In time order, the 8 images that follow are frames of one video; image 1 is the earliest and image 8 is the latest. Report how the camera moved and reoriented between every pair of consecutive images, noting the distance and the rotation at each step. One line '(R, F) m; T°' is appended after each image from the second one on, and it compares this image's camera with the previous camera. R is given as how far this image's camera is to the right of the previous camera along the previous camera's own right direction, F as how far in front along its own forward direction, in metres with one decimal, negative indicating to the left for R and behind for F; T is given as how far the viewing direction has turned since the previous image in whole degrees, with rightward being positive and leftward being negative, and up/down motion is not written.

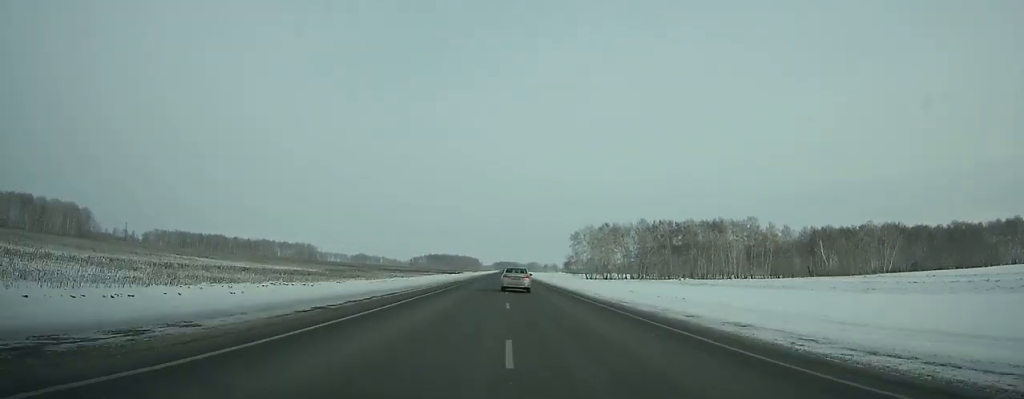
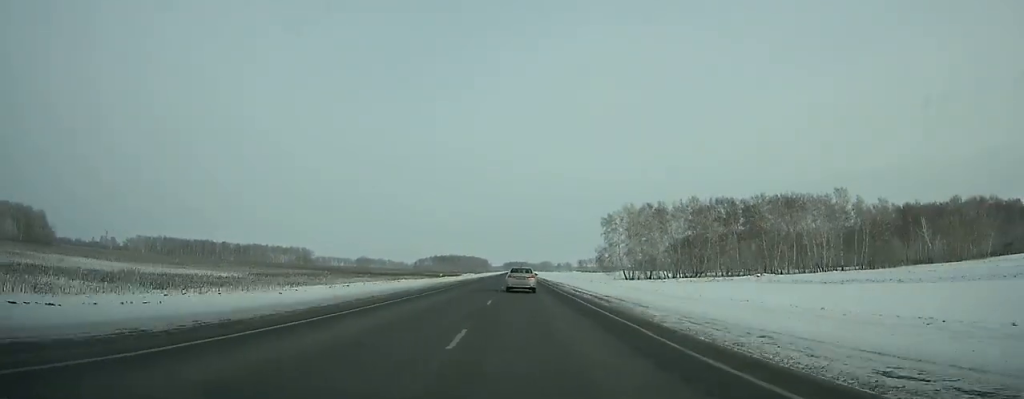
(-0.1, +57.4) m; 0°
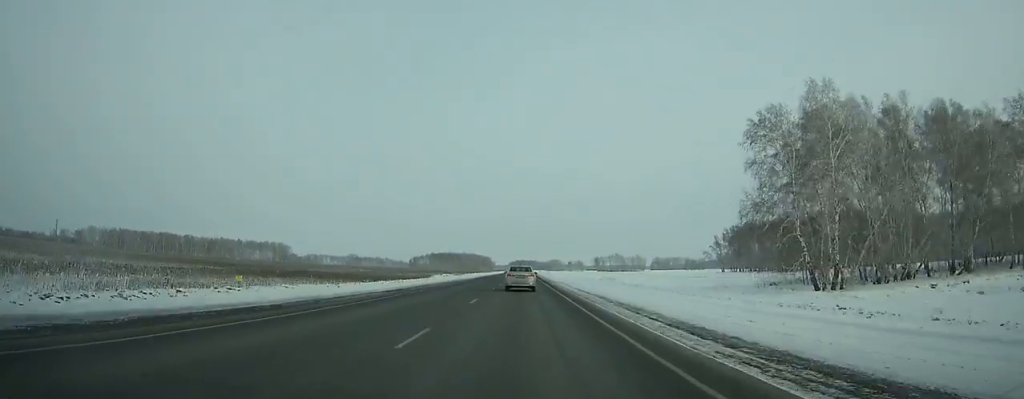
(-0.9, +96.3) m; -1°
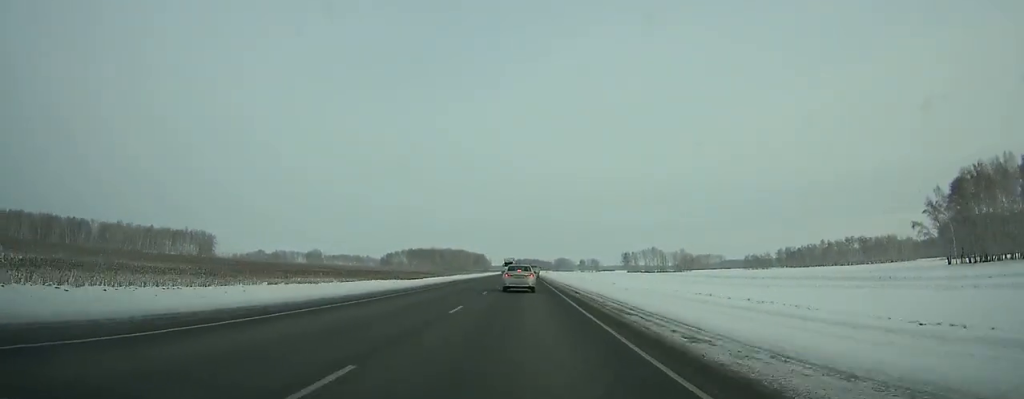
(-0.1, +169.3) m; 0°
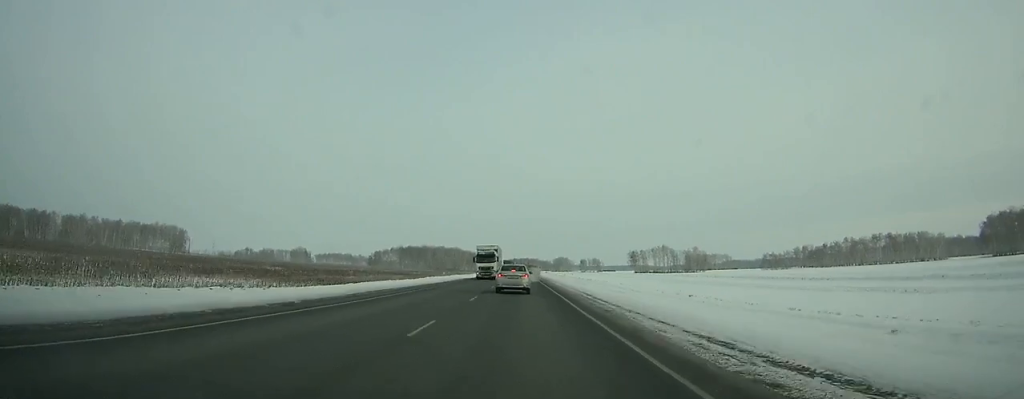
(-0.1, +38.6) m; 0°
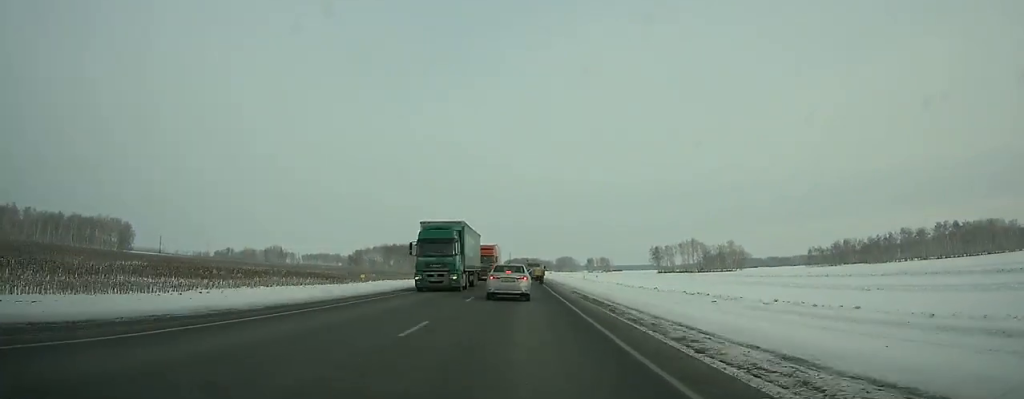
(+0.2, +65.4) m; 0°
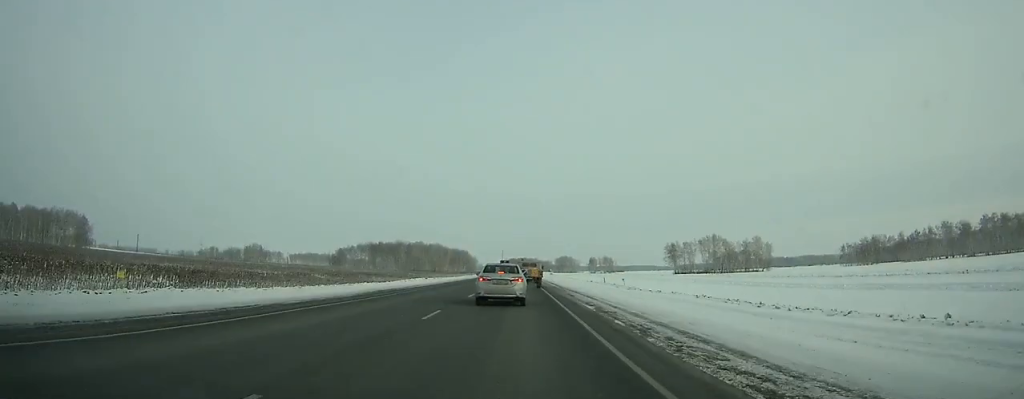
(+0.1, +43.4) m; 0°
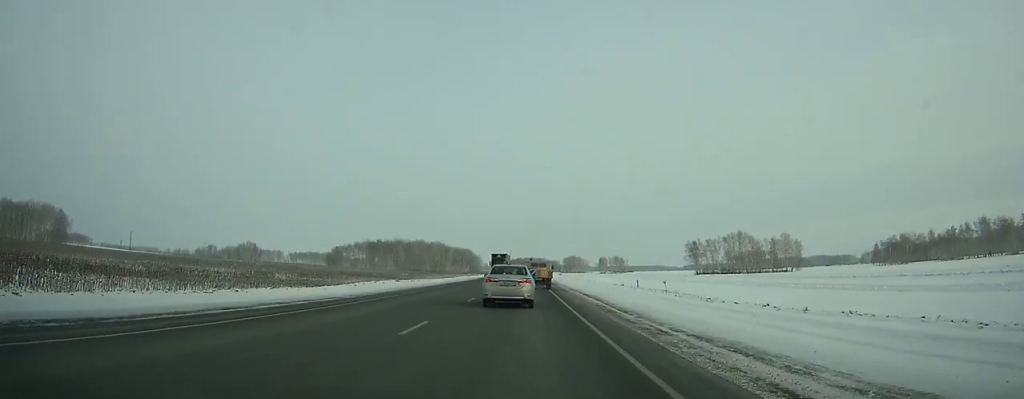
(+0.1, +28.9) m; 0°
